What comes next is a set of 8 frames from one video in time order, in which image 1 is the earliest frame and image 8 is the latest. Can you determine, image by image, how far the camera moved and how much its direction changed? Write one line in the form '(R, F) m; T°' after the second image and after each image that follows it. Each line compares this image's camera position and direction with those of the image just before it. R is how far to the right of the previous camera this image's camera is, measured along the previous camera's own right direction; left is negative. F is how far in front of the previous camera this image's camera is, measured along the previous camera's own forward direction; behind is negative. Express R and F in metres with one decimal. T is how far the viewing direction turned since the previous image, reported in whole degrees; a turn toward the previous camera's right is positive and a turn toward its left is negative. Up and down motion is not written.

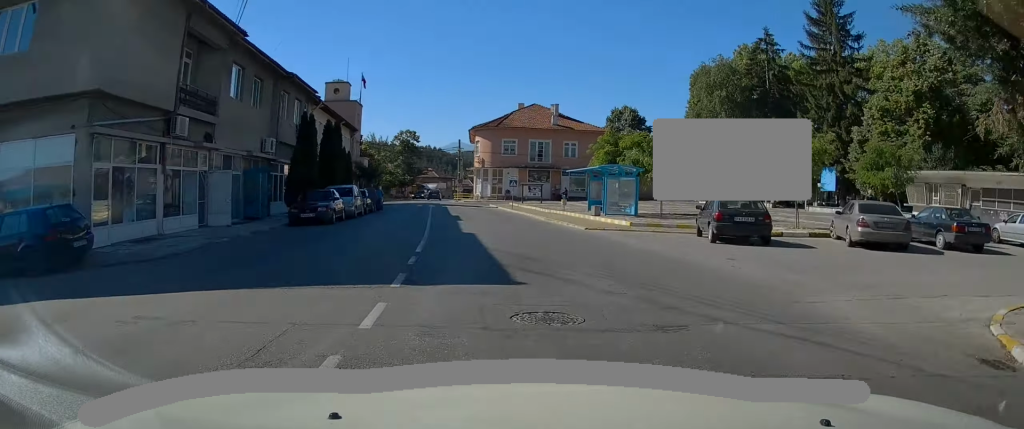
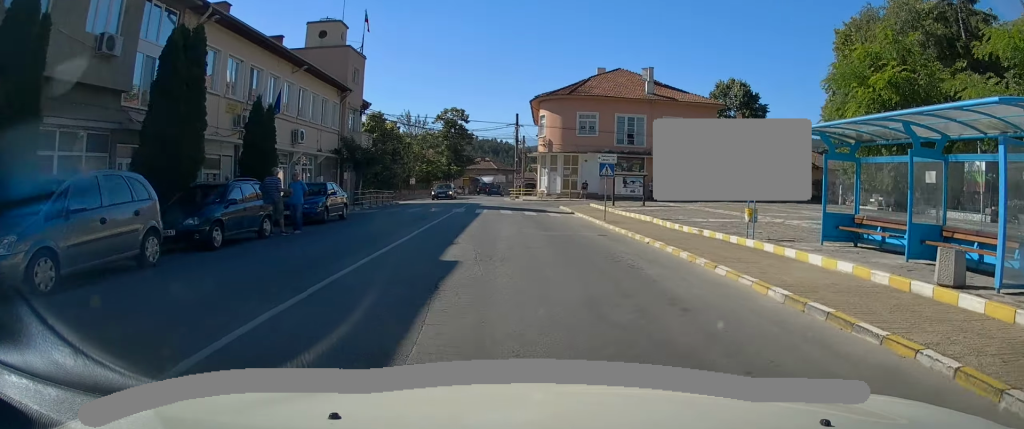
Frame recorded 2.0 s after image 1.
(-1.0, +21.1) m; -5°
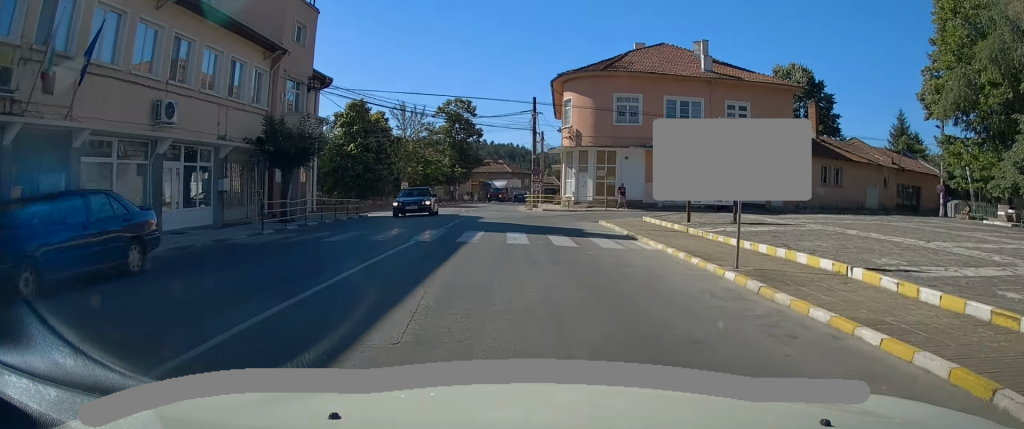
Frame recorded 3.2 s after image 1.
(-0.2, +12.9) m; -2°
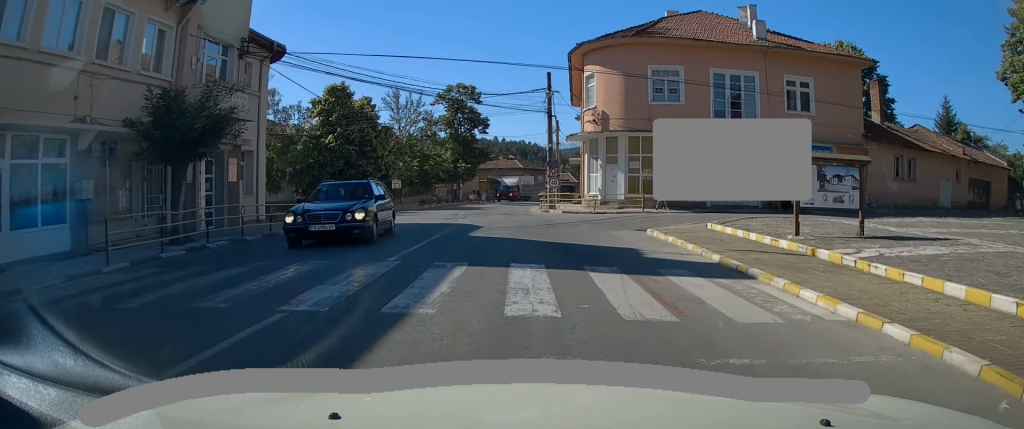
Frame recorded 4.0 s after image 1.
(-0.2, +8.2) m; -1°
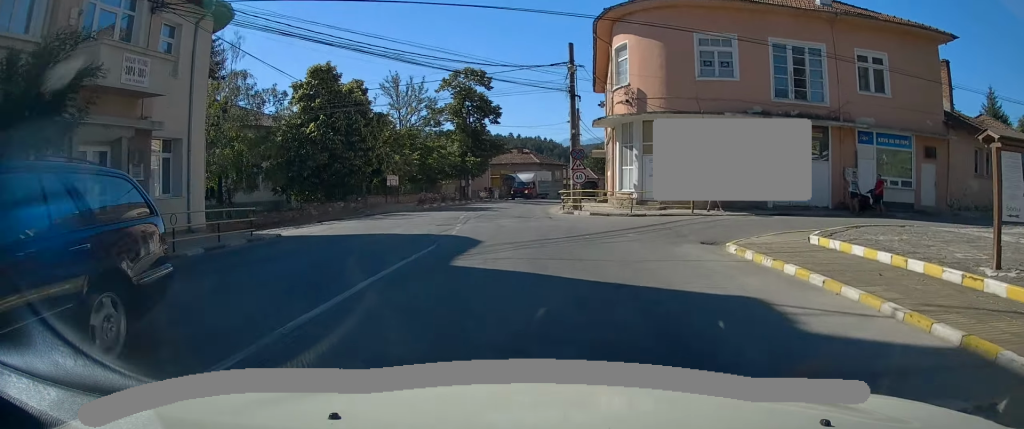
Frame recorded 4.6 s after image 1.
(0.0, +6.4) m; -1°
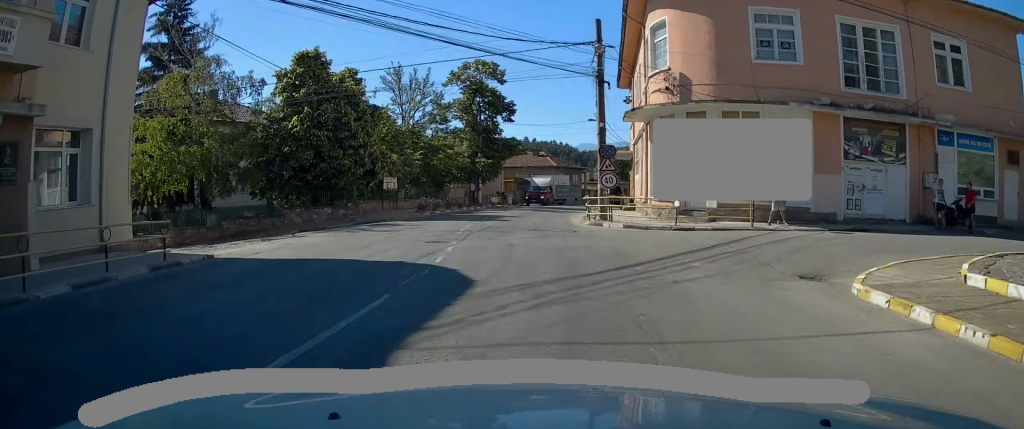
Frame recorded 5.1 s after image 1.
(+0.1, +5.0) m; -1°
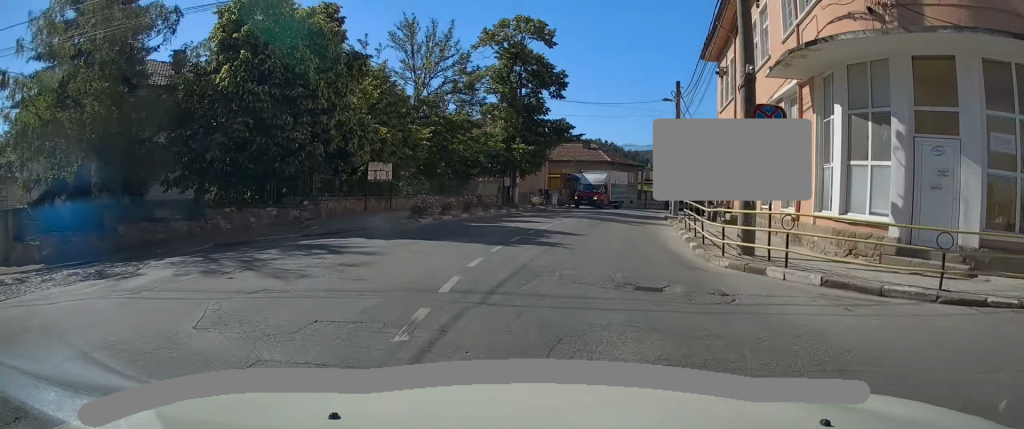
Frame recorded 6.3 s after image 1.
(-0.3, +11.3) m; -1°
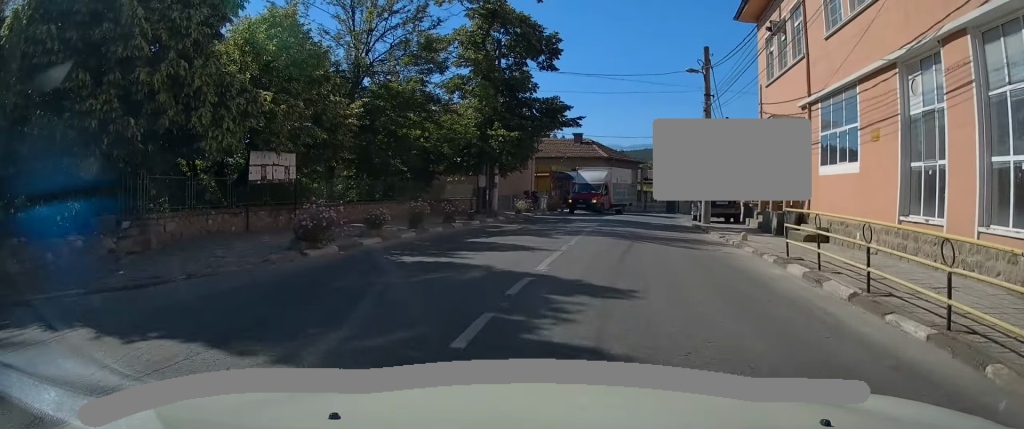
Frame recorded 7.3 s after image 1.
(+0.1, +8.8) m; +2°
